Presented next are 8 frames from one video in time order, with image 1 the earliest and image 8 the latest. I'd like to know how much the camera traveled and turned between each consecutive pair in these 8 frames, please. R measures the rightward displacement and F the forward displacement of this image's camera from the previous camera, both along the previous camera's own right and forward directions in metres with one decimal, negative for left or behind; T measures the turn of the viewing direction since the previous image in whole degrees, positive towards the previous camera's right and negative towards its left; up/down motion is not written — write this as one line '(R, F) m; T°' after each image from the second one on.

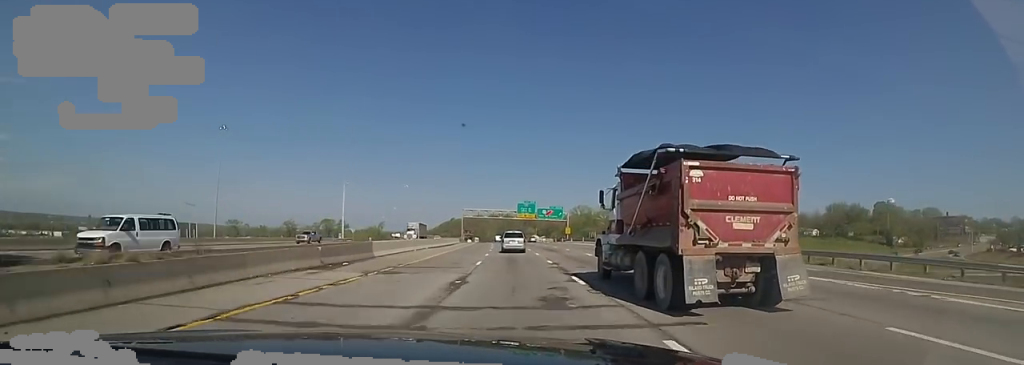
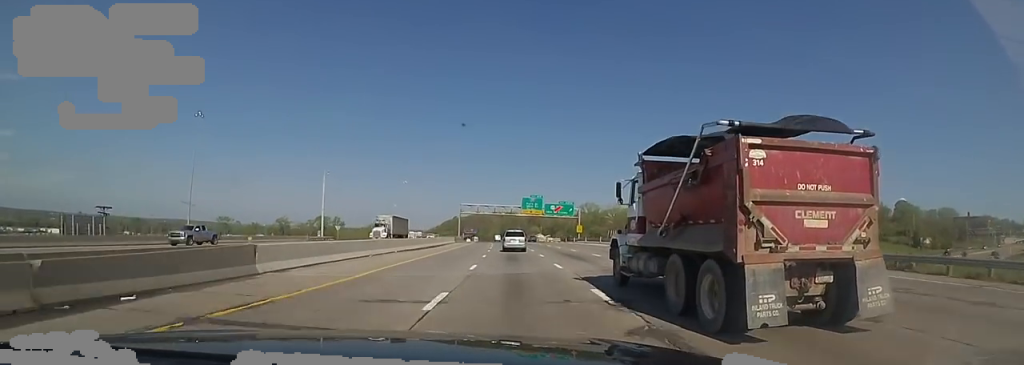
(-0.5, +13.8) m; 0°
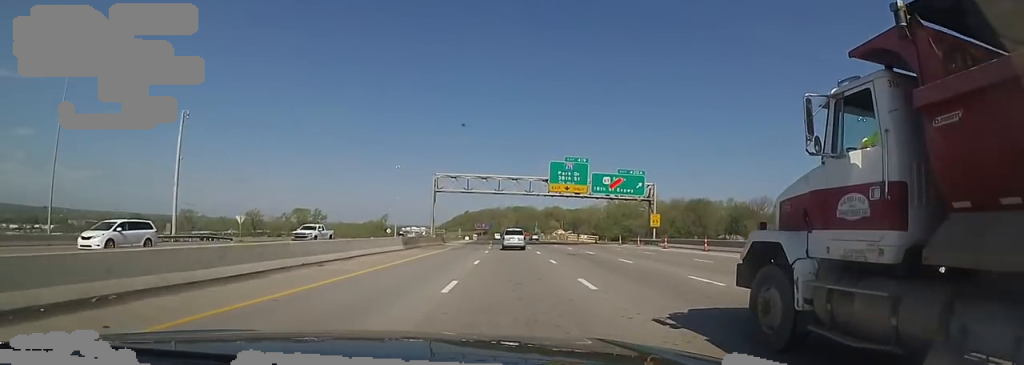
(-0.1, +46.8) m; -2°
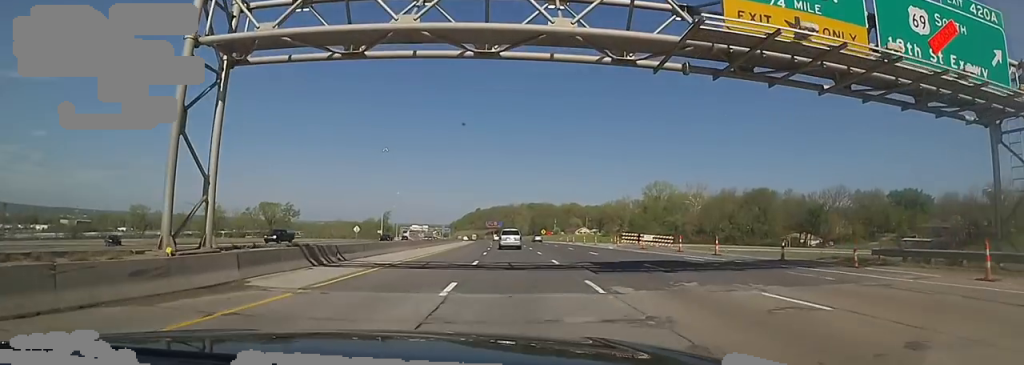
(-1.1, +44.4) m; -3°
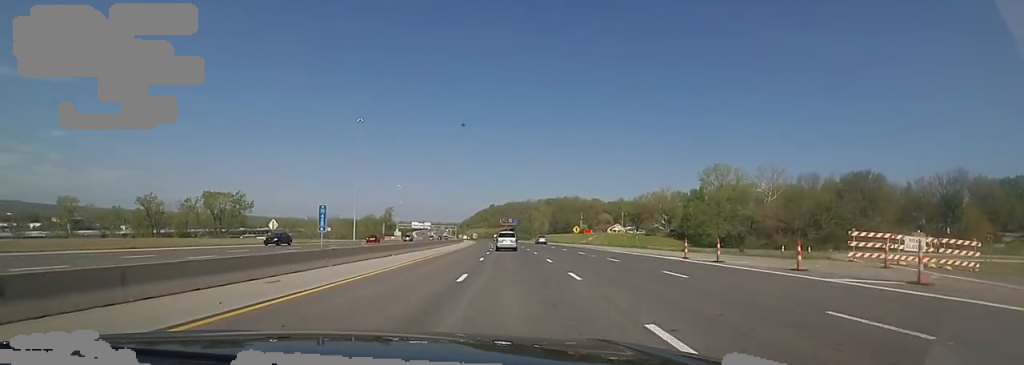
(-0.4, +44.8) m; 0°
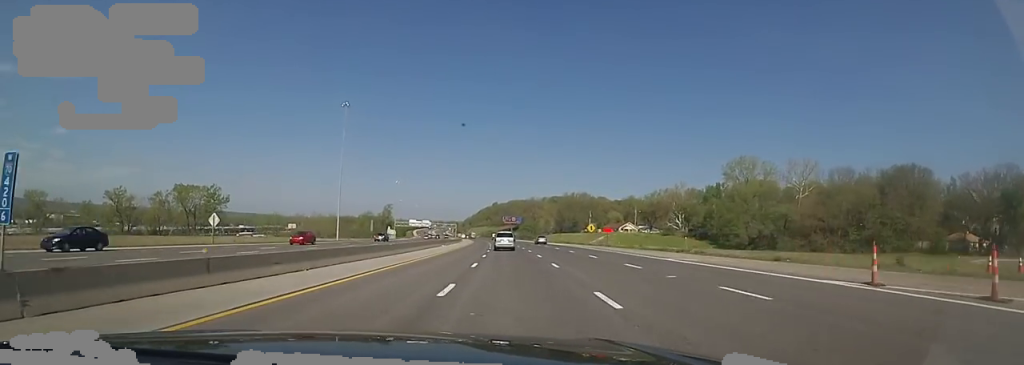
(+0.4, +14.7) m; 0°
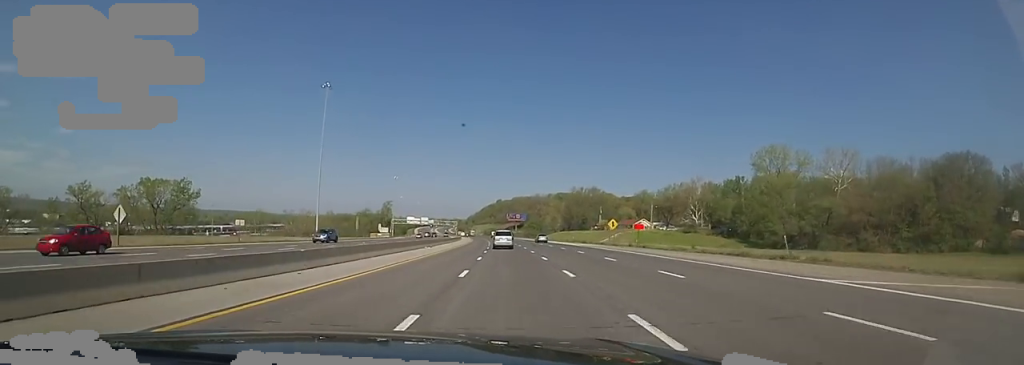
(-0.7, +14.9) m; 0°
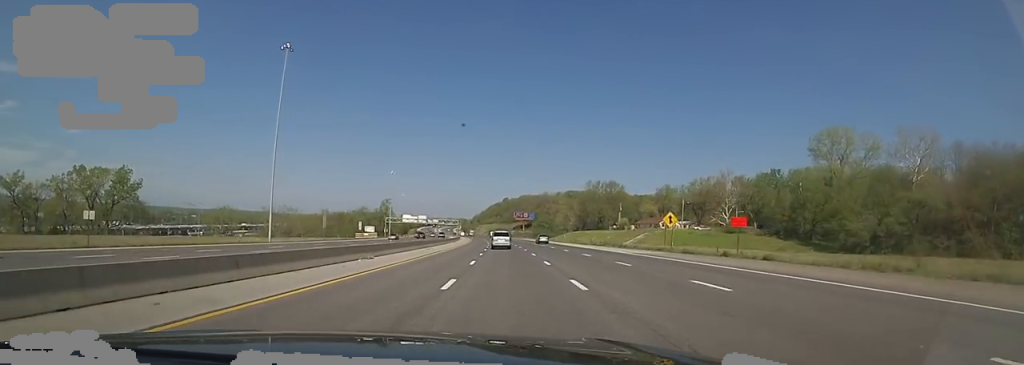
(0.0, +23.0) m; 0°
